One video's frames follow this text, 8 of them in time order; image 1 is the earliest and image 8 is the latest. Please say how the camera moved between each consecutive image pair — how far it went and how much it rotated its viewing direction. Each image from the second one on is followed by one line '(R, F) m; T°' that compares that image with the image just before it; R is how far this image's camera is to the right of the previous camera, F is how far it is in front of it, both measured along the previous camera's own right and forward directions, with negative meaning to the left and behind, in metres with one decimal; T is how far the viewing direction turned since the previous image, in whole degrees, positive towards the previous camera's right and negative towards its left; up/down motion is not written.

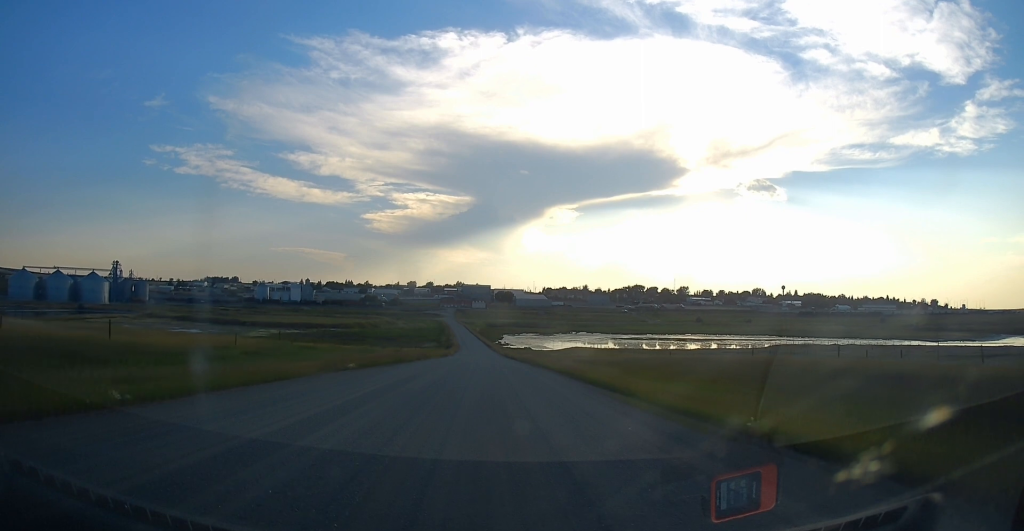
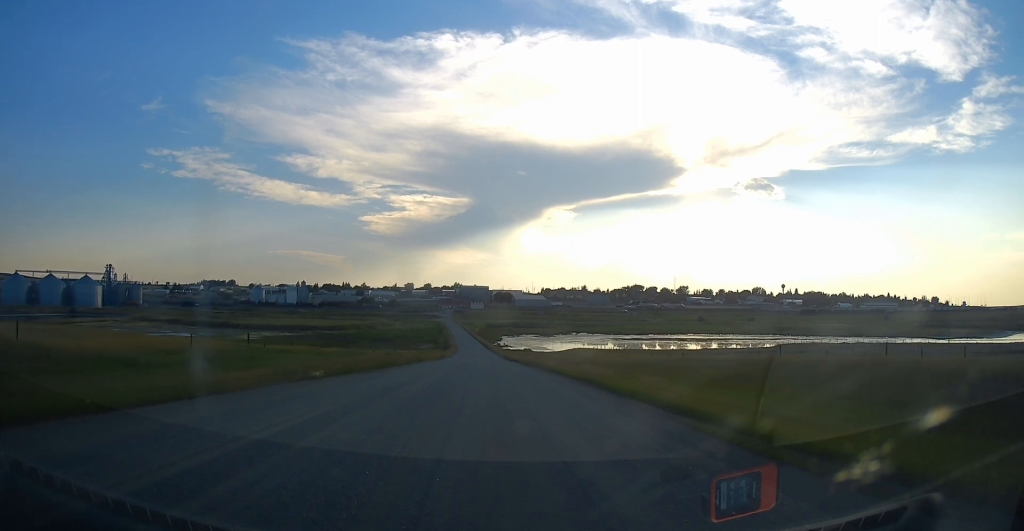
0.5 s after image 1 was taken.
(0.0, +7.3) m; 0°
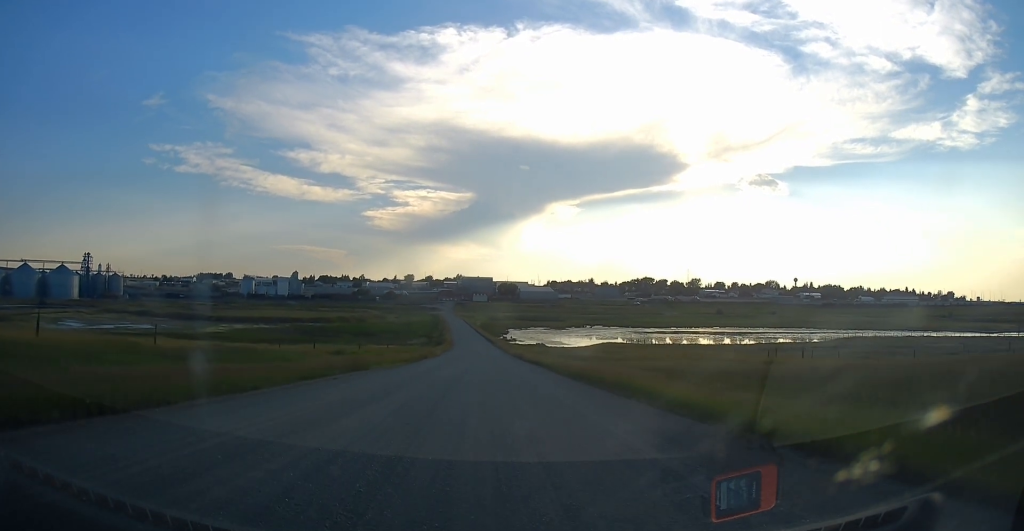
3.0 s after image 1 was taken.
(0.0, +36.6) m; 0°
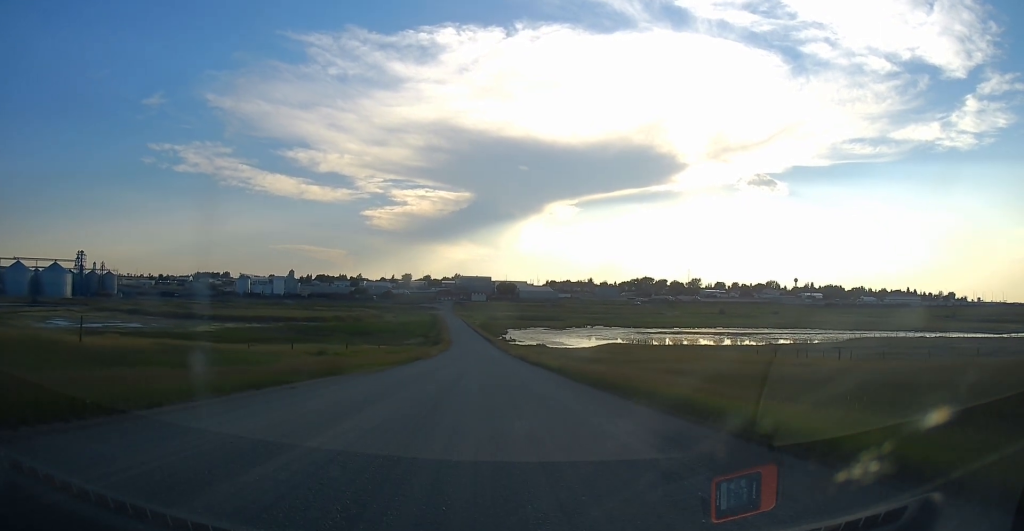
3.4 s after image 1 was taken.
(0.0, +7.0) m; 0°
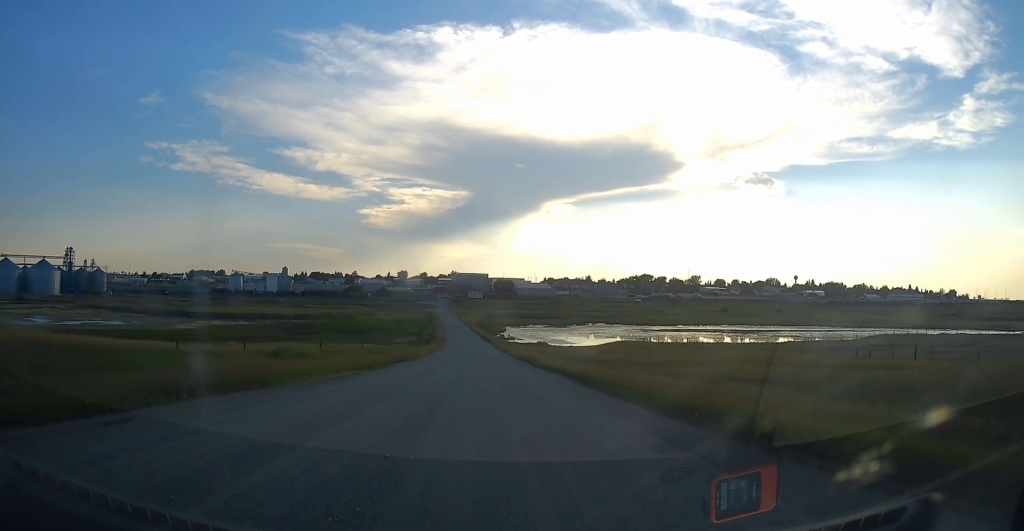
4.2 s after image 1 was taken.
(0.0, +11.1) m; 0°
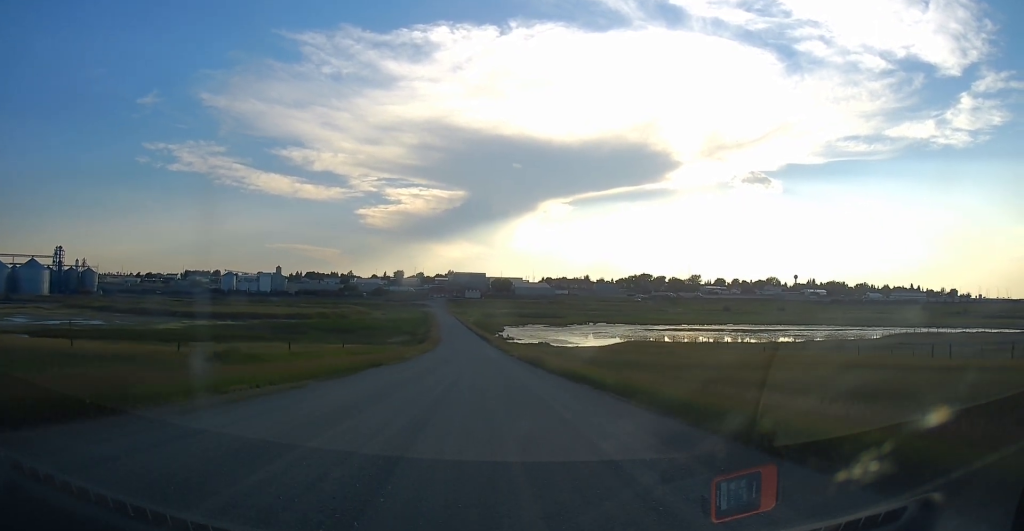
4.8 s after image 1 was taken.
(0.0, +10.1) m; 0°
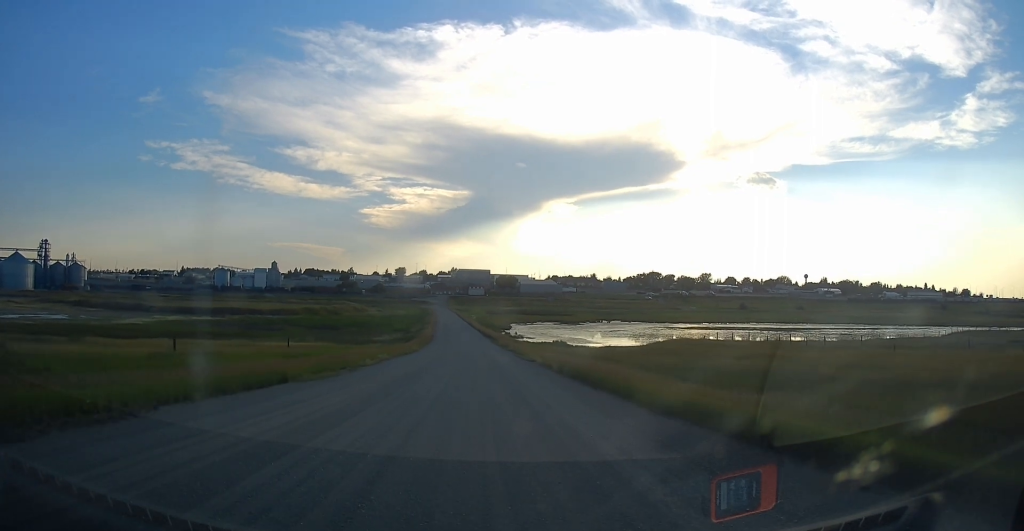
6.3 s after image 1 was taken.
(0.0, +22.2) m; 0°
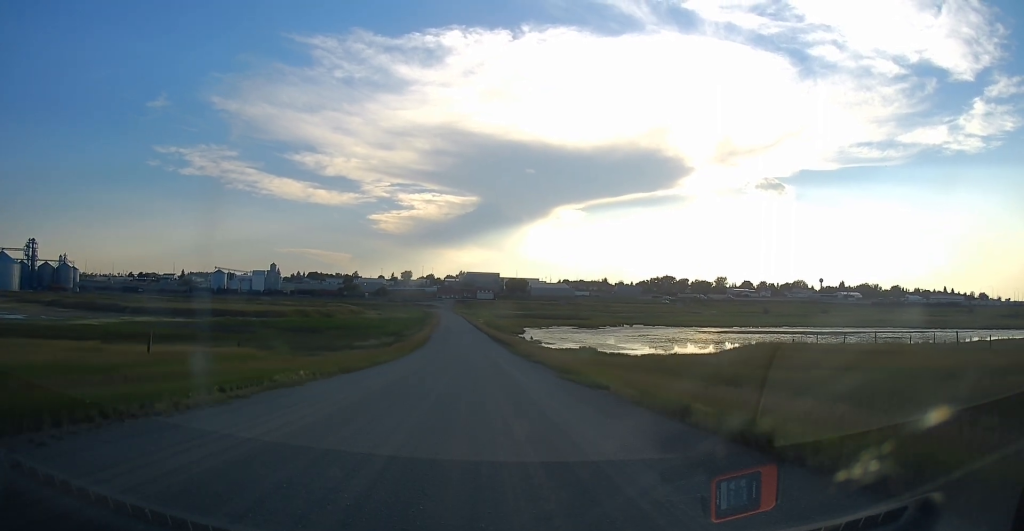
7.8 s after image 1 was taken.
(0.0, +23.8) m; 0°
